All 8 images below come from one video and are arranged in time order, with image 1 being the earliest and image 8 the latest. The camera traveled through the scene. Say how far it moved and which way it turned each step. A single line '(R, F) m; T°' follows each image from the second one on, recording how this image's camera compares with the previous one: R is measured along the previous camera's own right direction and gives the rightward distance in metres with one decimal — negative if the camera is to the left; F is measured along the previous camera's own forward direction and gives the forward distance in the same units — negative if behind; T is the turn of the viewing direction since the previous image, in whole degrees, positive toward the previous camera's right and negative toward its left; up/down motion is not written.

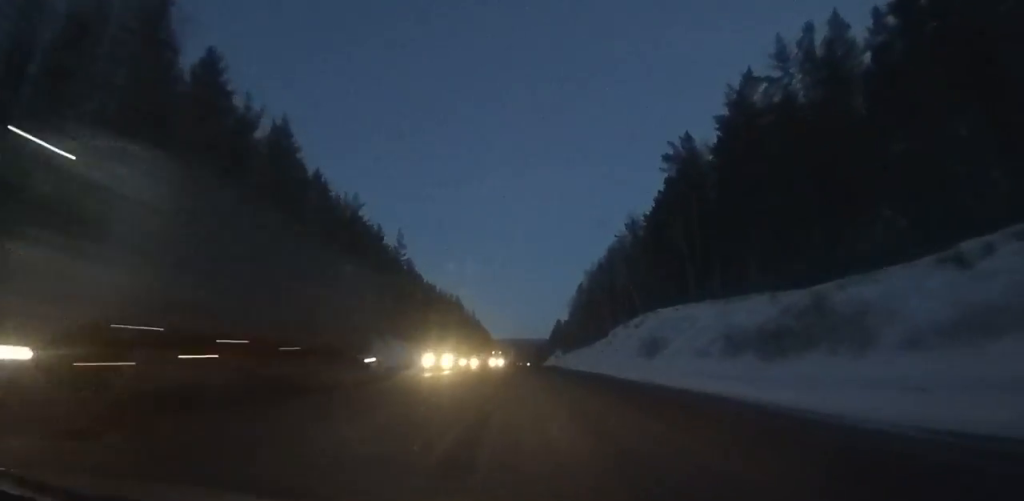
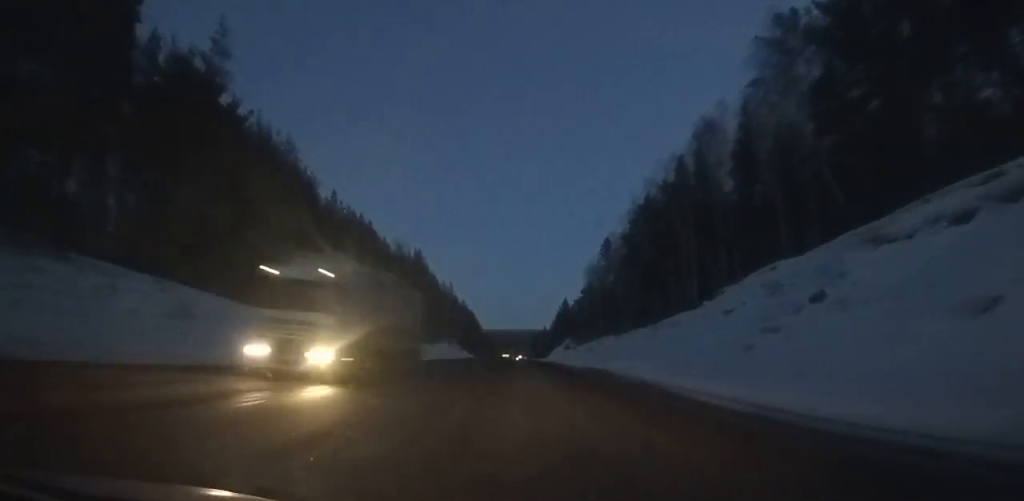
(-0.1, +64.4) m; 0°
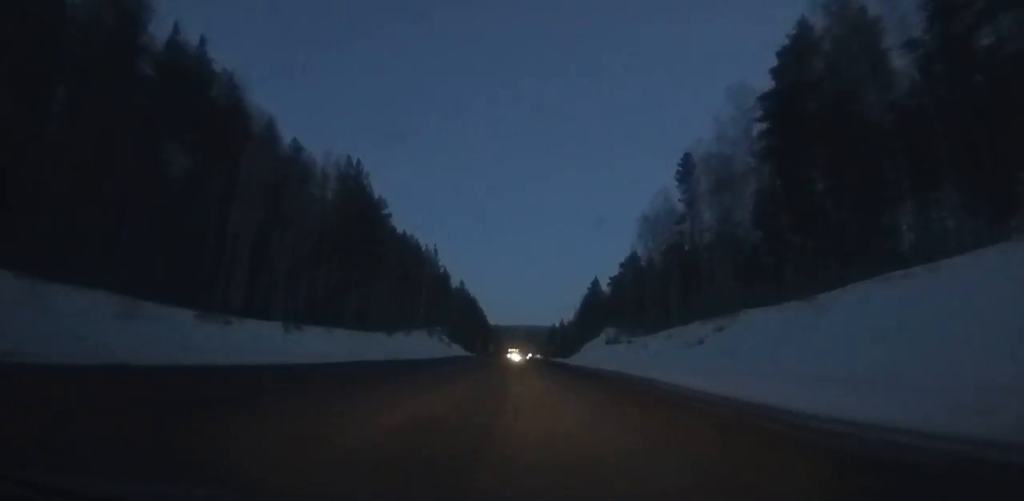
(-0.2, +51.5) m; 0°
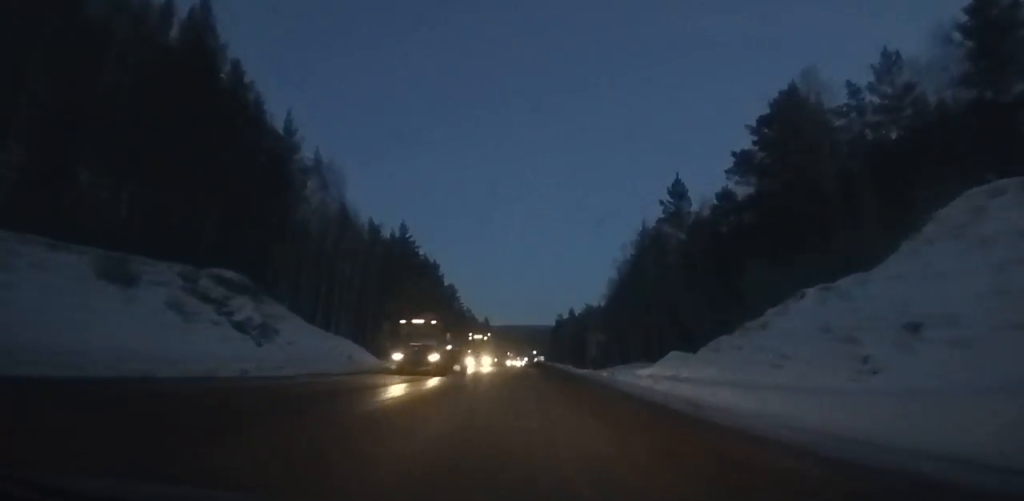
(0.0, +87.0) m; 0°
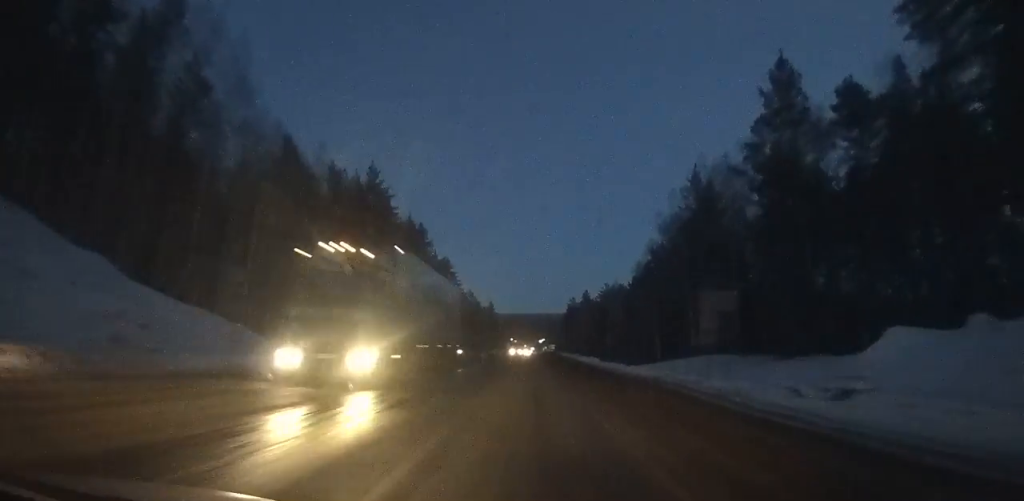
(0.0, +26.7) m; 0°
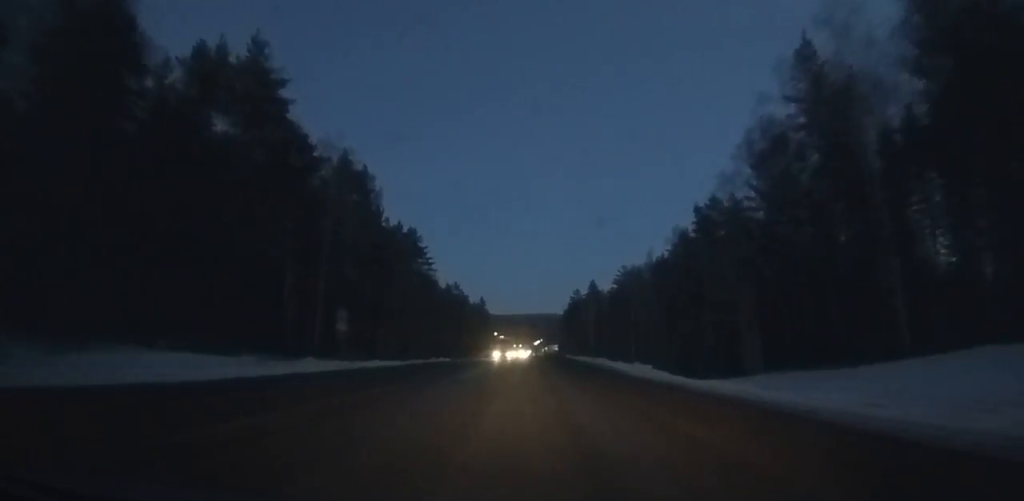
(0.0, +36.0) m; 0°
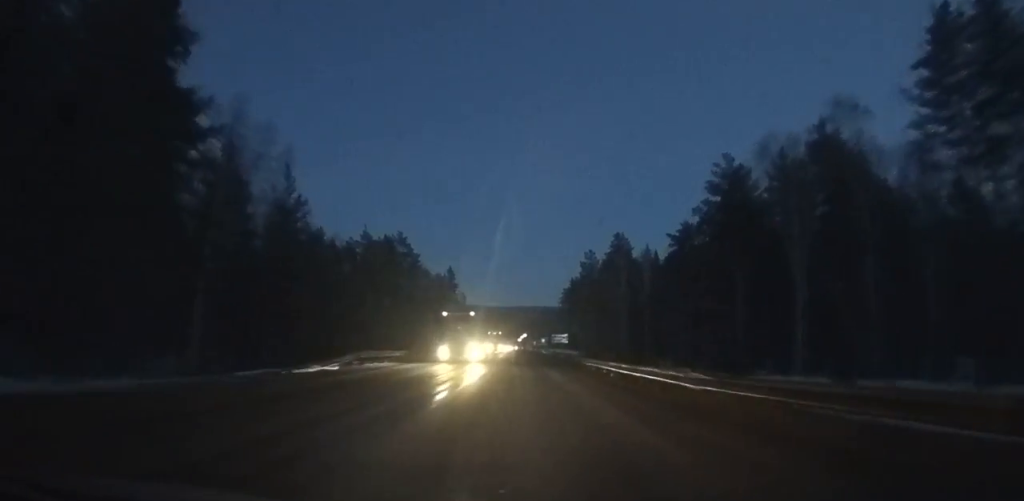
(+0.1, +71.9) m; 0°
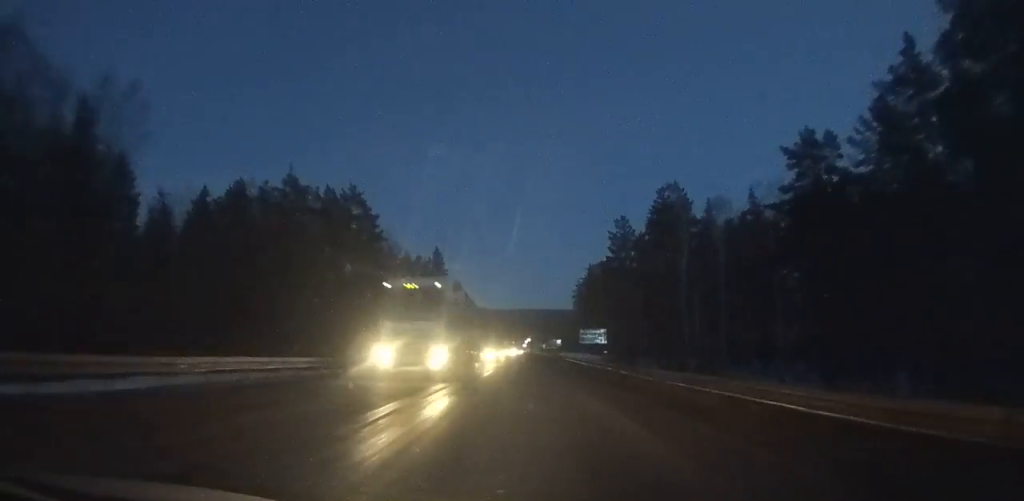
(-0.1, +36.6) m; 0°
